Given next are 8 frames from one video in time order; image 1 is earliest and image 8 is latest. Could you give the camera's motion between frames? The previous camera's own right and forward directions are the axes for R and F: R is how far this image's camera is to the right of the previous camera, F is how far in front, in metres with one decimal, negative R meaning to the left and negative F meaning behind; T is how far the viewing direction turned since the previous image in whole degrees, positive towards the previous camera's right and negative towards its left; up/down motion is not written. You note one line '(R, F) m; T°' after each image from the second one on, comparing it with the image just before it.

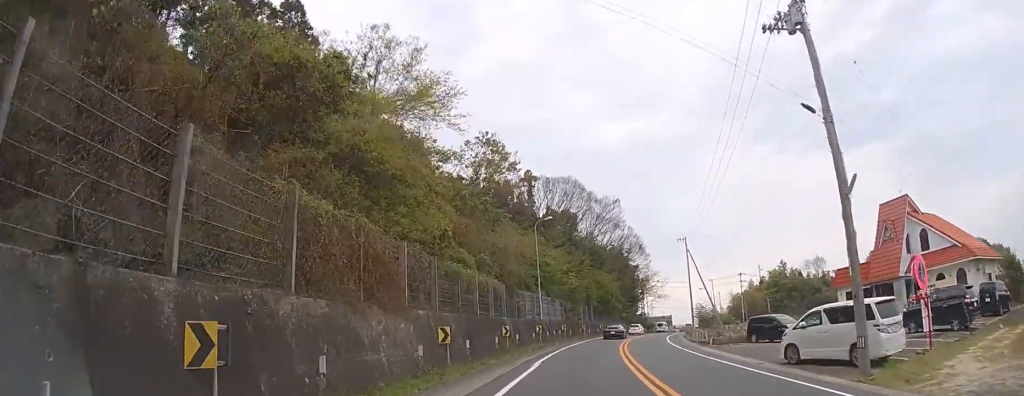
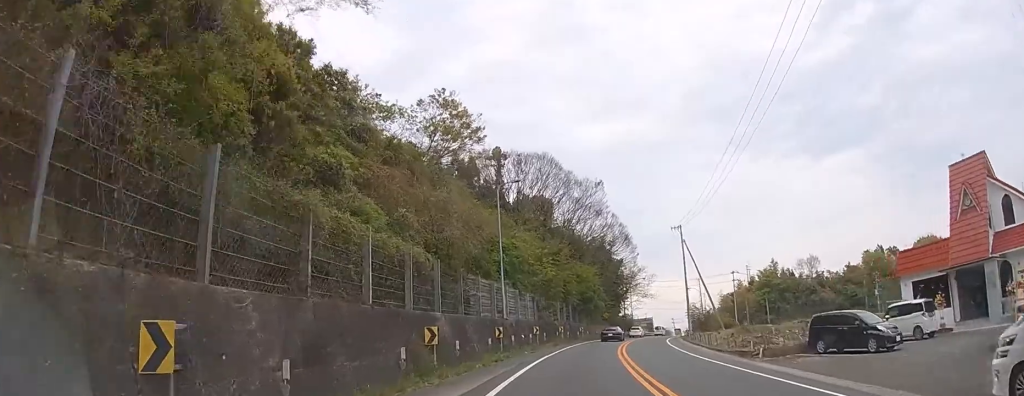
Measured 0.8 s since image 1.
(+0.2, +11.5) m; 0°
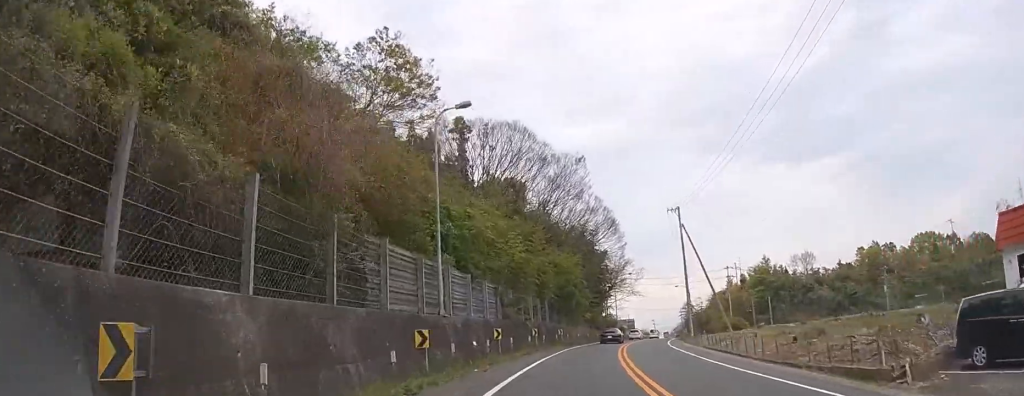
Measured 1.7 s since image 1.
(+0.2, +11.6) m; -3°
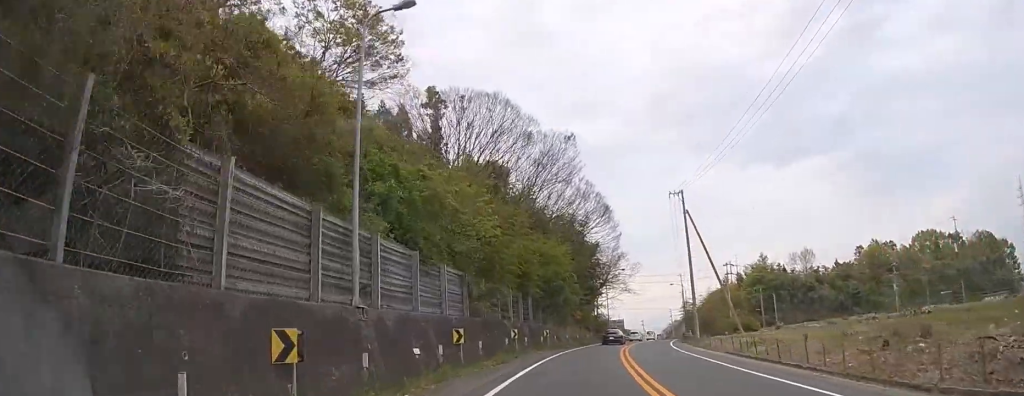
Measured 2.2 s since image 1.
(-0.9, +7.0) m; +7°
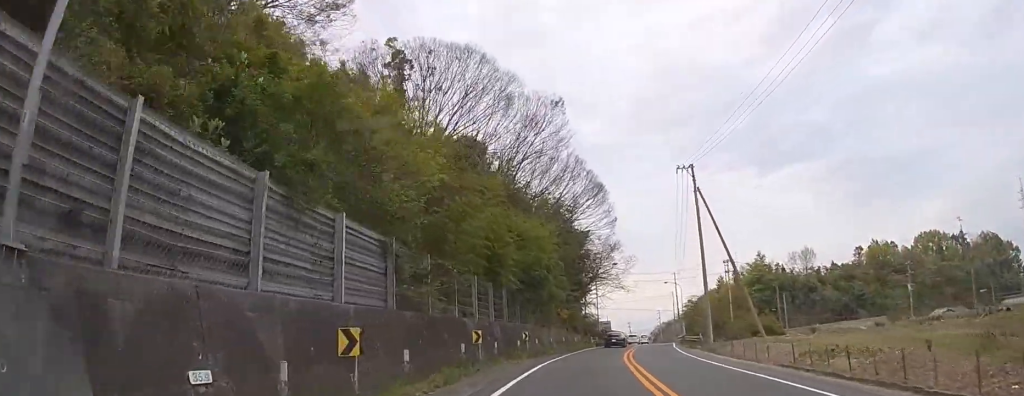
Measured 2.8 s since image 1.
(-0.3, +7.9) m; +9°
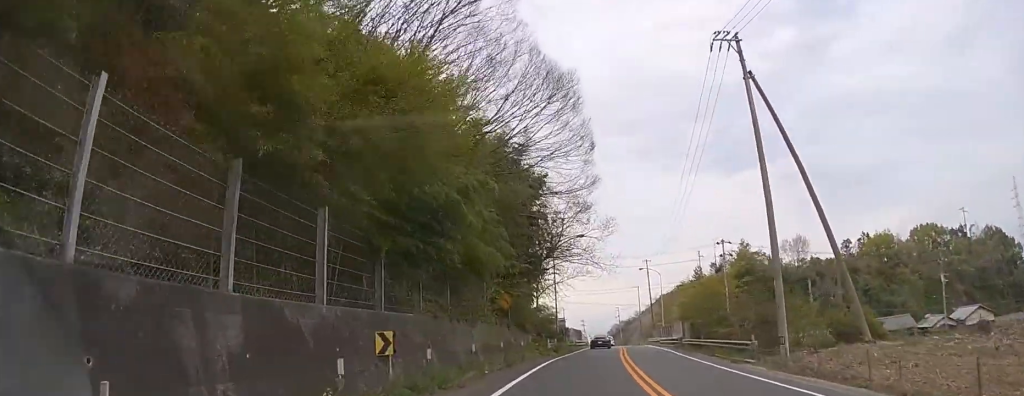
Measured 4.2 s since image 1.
(+3.6, +16.1) m; +7°
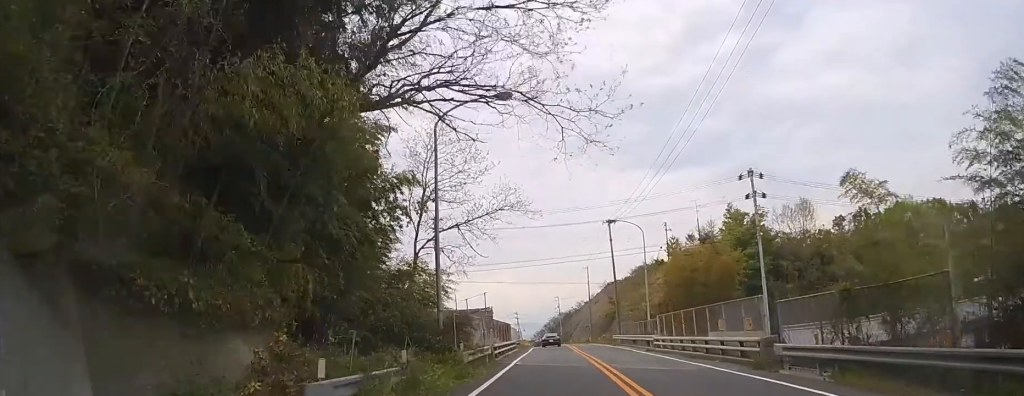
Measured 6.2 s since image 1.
(+0.1, +25.7) m; +4°
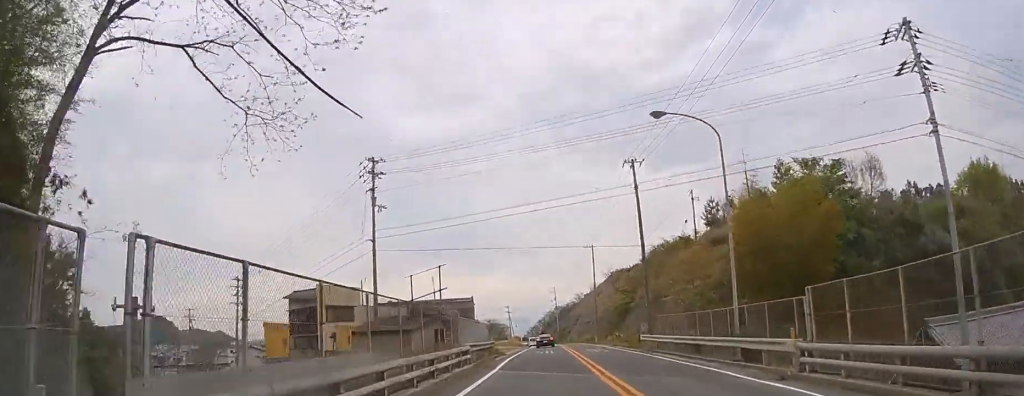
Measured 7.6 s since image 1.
(+0.6, +18.9) m; +2°
